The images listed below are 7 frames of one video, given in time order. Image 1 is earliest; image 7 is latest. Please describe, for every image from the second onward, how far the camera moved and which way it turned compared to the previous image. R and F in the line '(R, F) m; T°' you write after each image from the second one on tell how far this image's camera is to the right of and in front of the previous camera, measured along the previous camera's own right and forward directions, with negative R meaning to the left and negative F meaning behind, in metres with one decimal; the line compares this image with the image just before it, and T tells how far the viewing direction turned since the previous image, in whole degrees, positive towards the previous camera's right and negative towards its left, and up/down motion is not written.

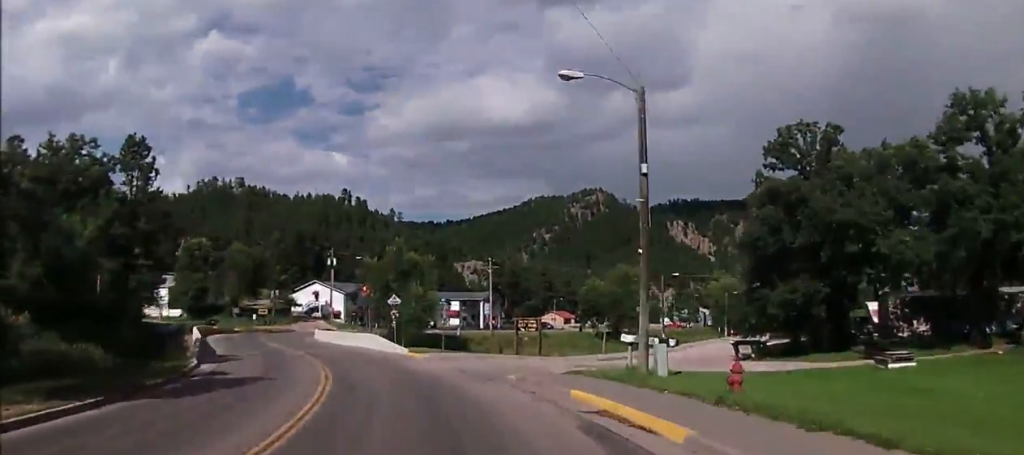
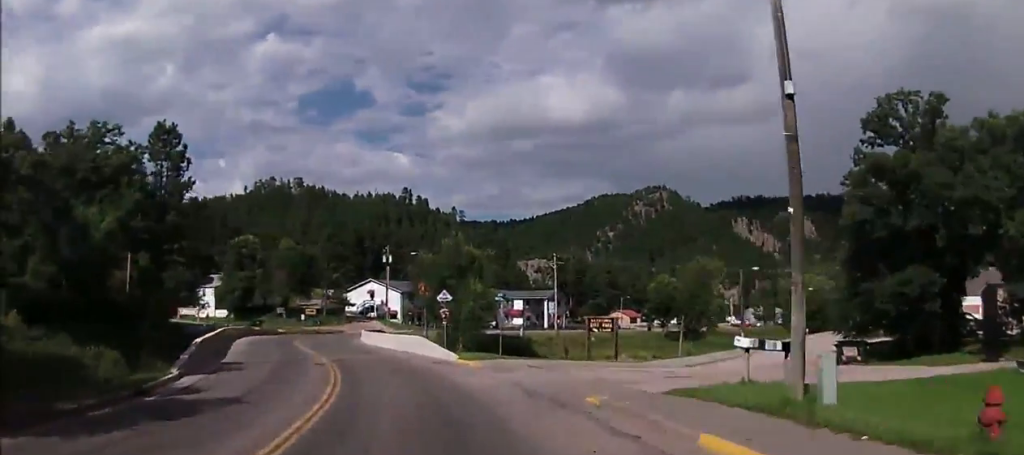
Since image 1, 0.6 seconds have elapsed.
(0.0, +6.1) m; -2°
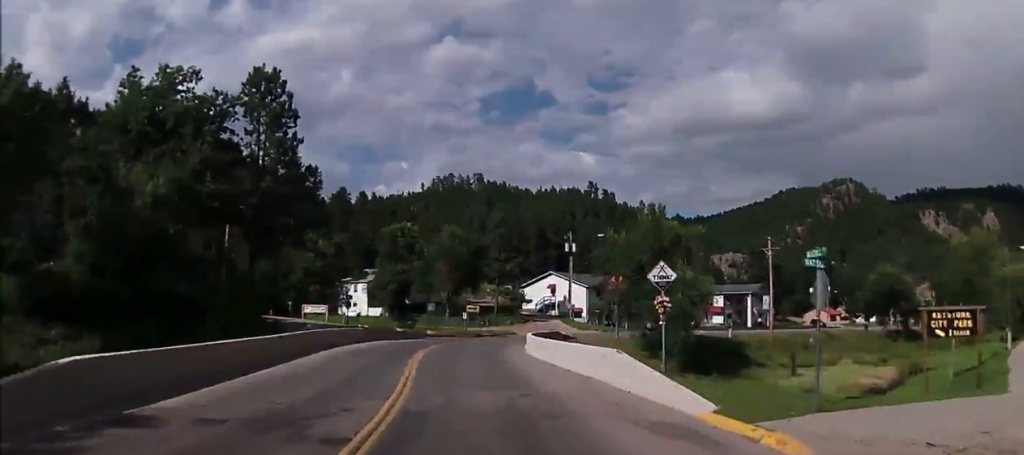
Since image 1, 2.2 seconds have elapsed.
(-2.2, +16.3) m; -16°
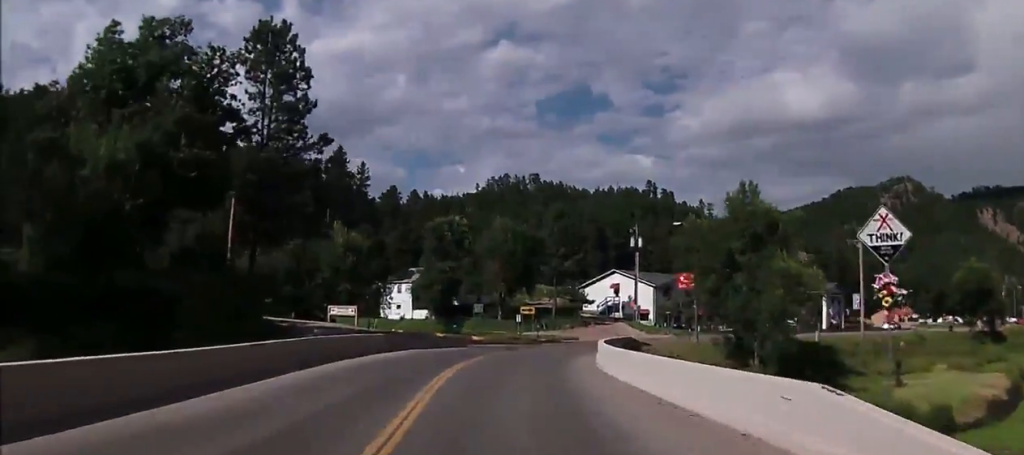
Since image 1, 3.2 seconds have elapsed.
(-0.7, +9.4) m; -5°
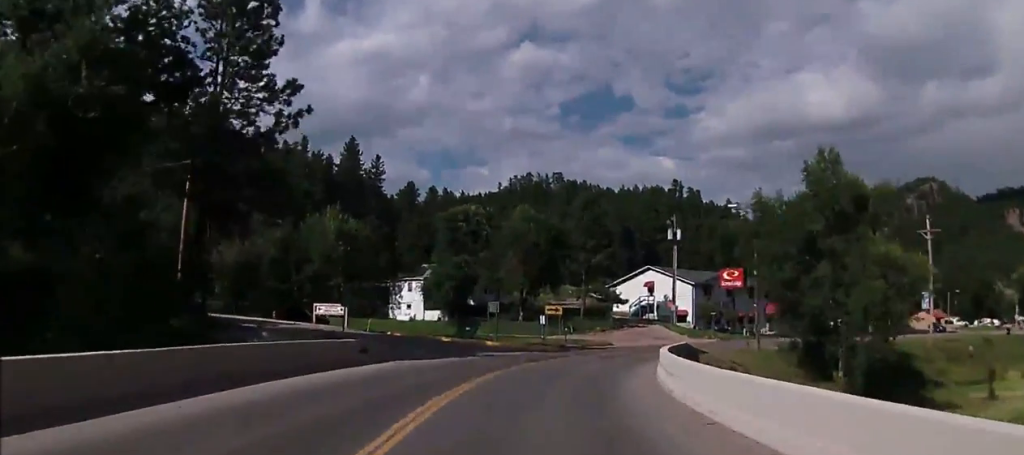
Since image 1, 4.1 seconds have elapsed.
(-0.2, +9.1) m; -1°
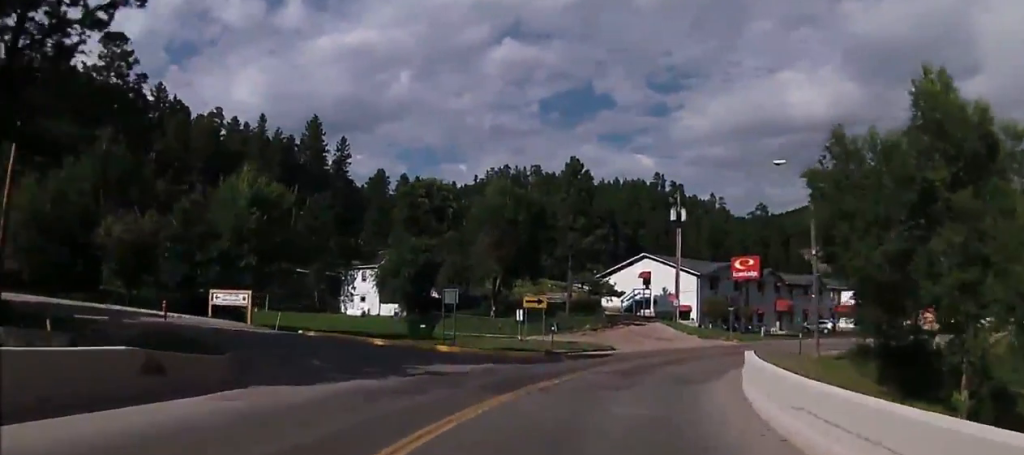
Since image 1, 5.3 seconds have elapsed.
(0.0, +12.8) m; +2°
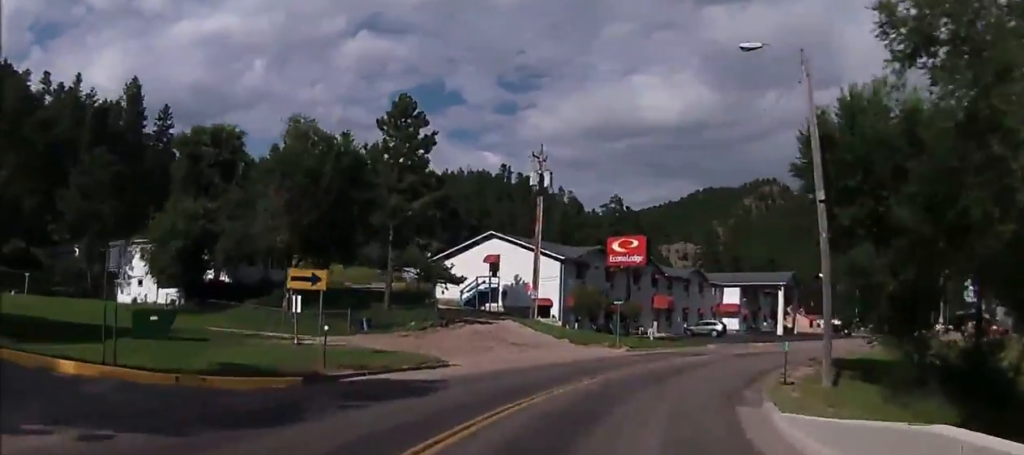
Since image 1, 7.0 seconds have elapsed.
(+1.1, +15.8) m; +10°
